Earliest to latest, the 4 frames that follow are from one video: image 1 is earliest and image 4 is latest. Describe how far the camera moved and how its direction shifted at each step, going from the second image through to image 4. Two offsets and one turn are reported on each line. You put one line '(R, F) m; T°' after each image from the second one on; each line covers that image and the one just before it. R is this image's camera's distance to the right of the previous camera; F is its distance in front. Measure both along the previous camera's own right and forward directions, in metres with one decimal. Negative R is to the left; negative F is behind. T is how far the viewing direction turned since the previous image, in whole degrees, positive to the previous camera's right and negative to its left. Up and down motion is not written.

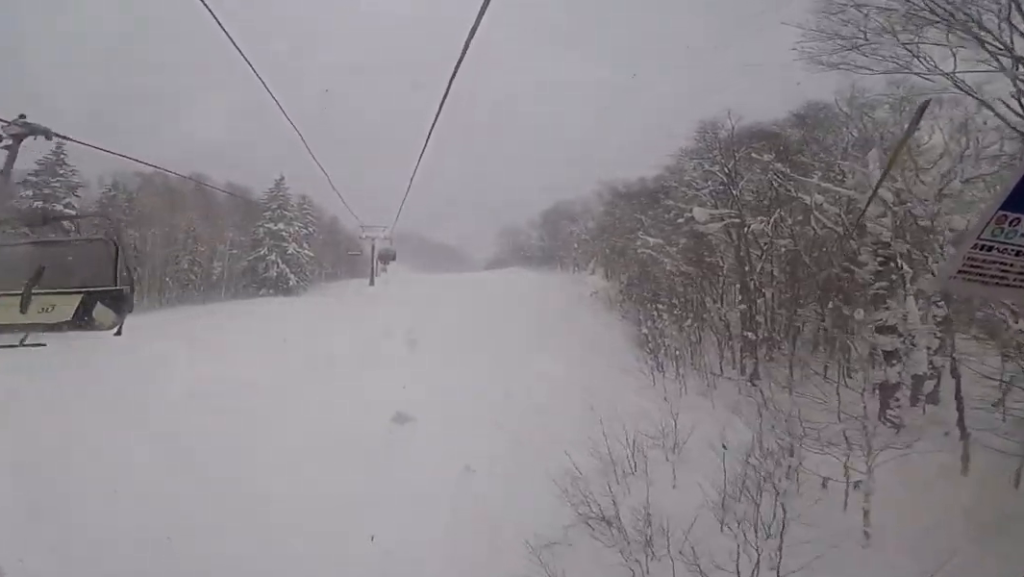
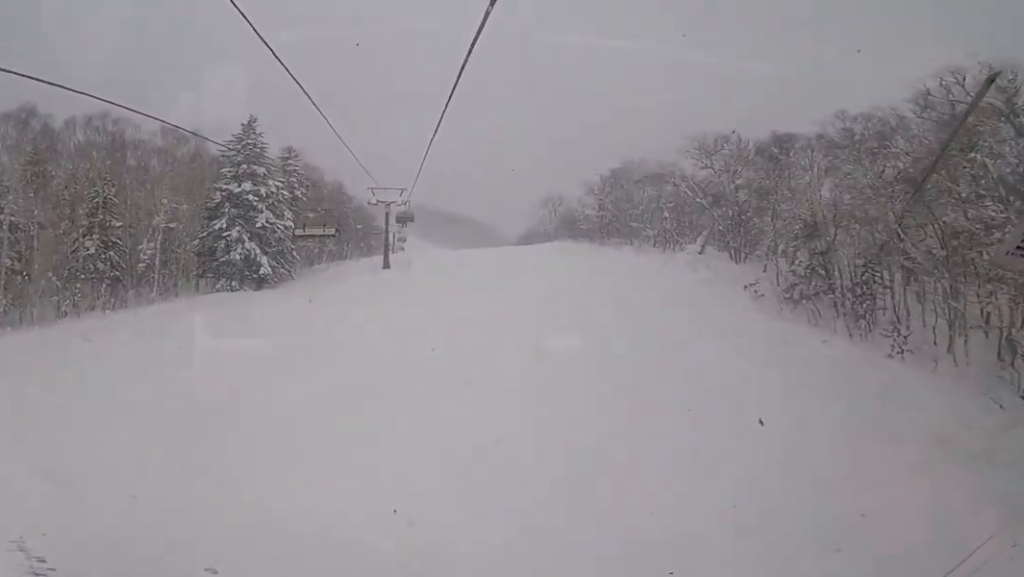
(-0.8, +22.9) m; -6°
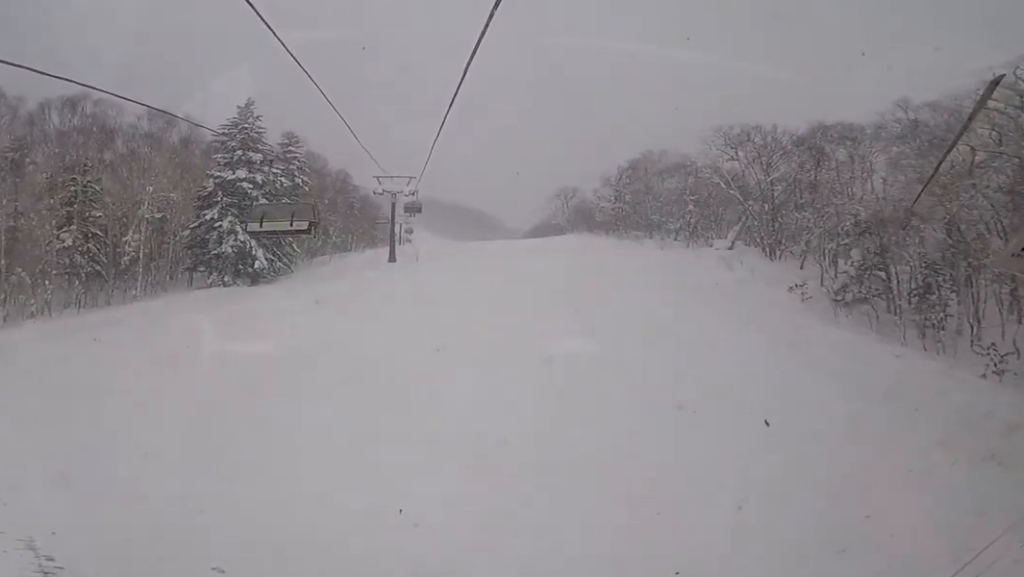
(-0.2, +3.7) m; +2°
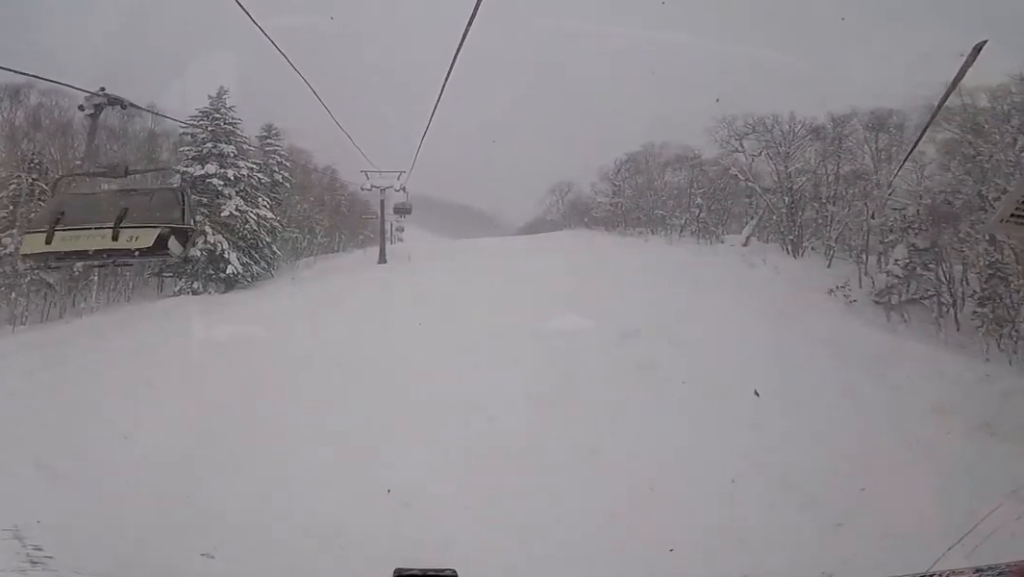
(+0.3, +4.3) m; +4°
